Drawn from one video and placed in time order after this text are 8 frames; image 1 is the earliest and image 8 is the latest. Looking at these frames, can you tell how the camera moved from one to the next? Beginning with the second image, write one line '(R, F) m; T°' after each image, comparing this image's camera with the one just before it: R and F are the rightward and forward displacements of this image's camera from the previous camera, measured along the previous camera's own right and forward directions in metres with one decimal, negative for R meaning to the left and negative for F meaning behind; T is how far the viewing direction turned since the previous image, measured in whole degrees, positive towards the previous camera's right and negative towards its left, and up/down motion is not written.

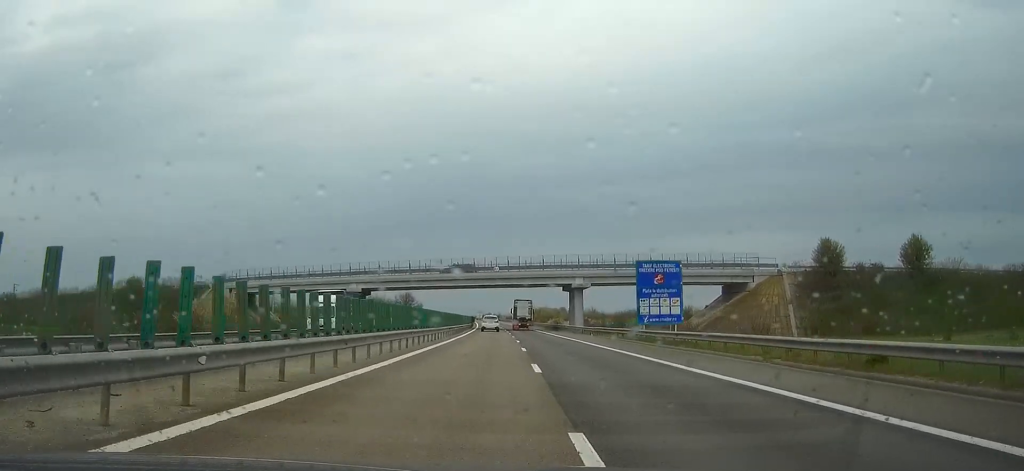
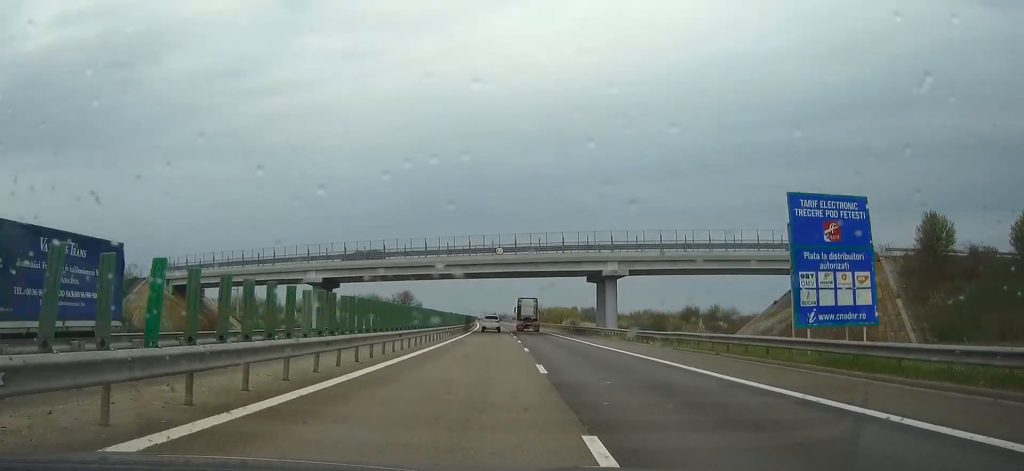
(-0.1, +25.7) m; -1°
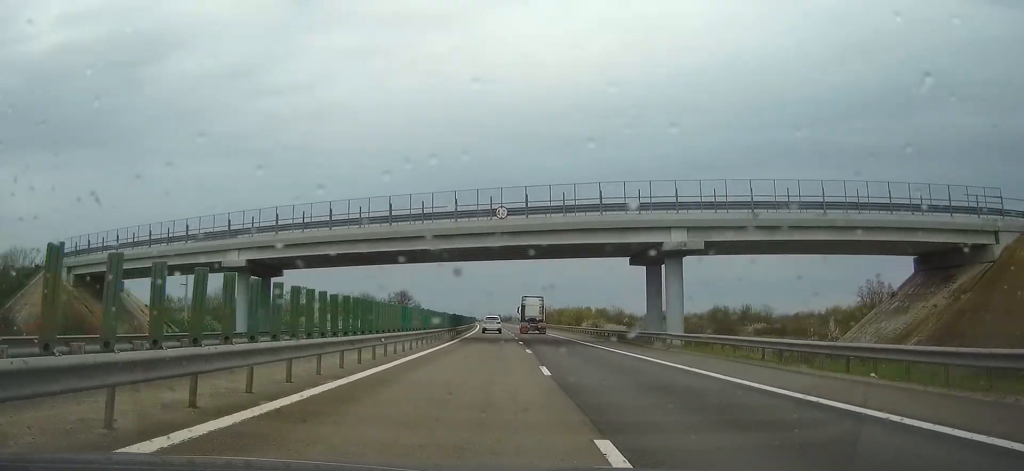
(-0.5, +25.1) m; -1°
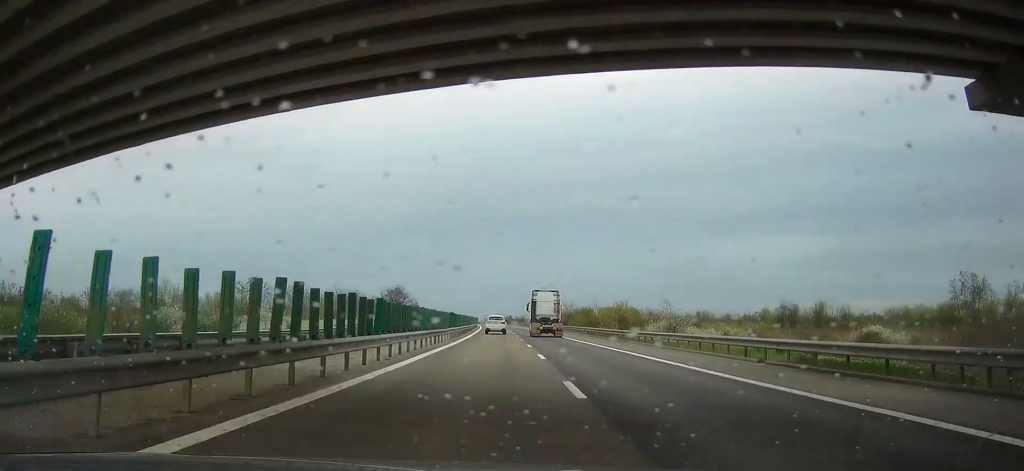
(-0.2, +41.5) m; 0°
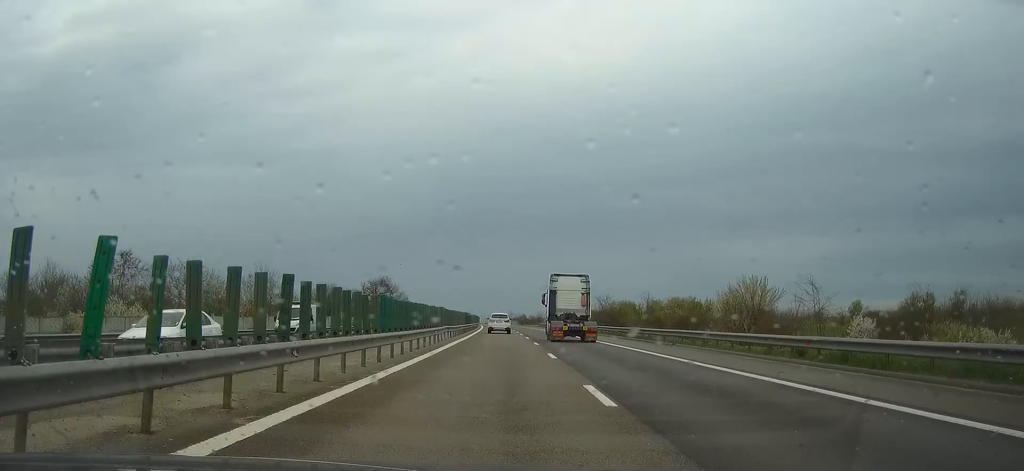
(0.0, +49.3) m; 0°
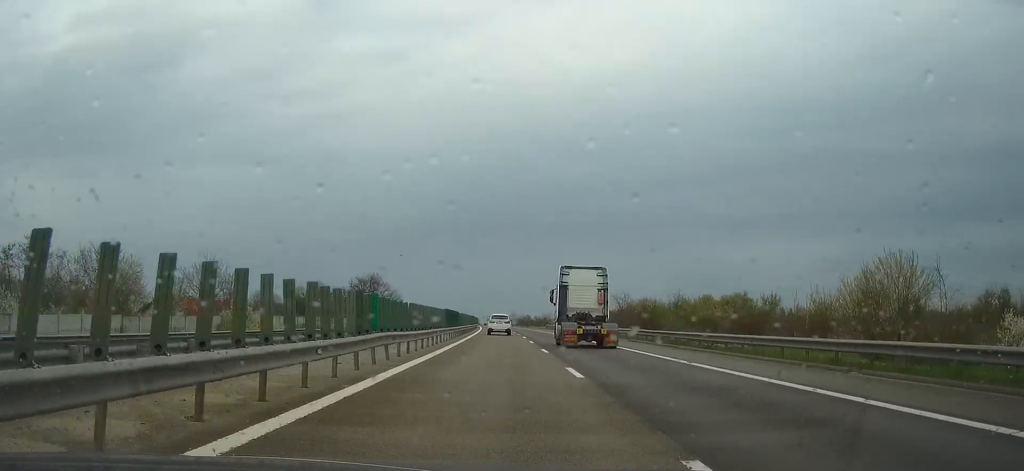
(0.0, +18.7) m; 0°
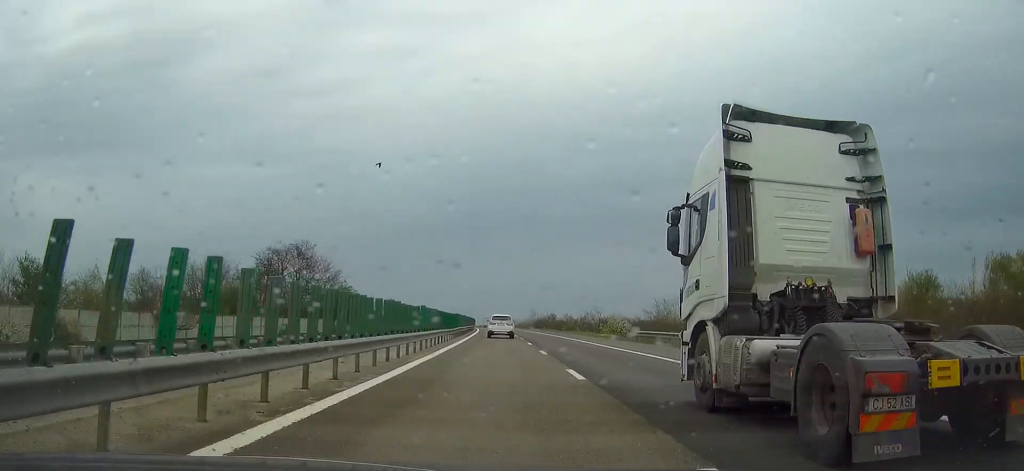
(0.0, +70.4) m; 0°
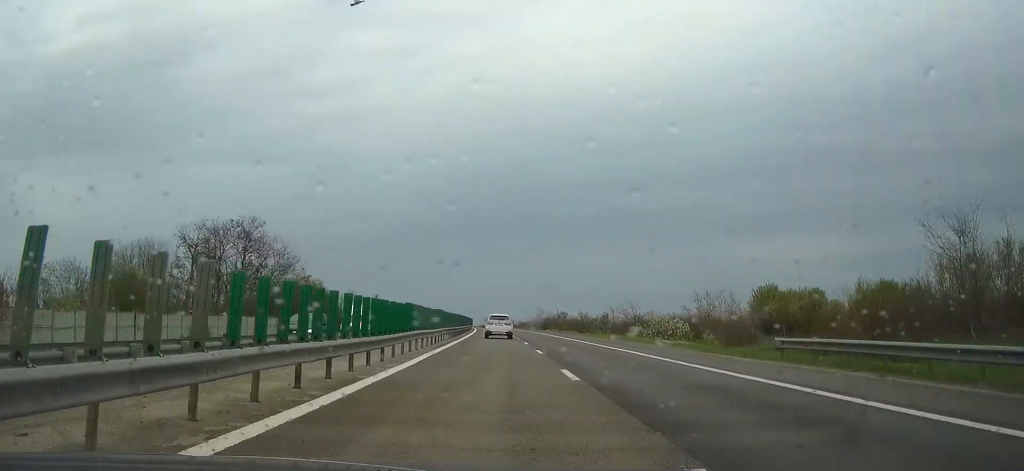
(0.0, +23.4) m; 0°
